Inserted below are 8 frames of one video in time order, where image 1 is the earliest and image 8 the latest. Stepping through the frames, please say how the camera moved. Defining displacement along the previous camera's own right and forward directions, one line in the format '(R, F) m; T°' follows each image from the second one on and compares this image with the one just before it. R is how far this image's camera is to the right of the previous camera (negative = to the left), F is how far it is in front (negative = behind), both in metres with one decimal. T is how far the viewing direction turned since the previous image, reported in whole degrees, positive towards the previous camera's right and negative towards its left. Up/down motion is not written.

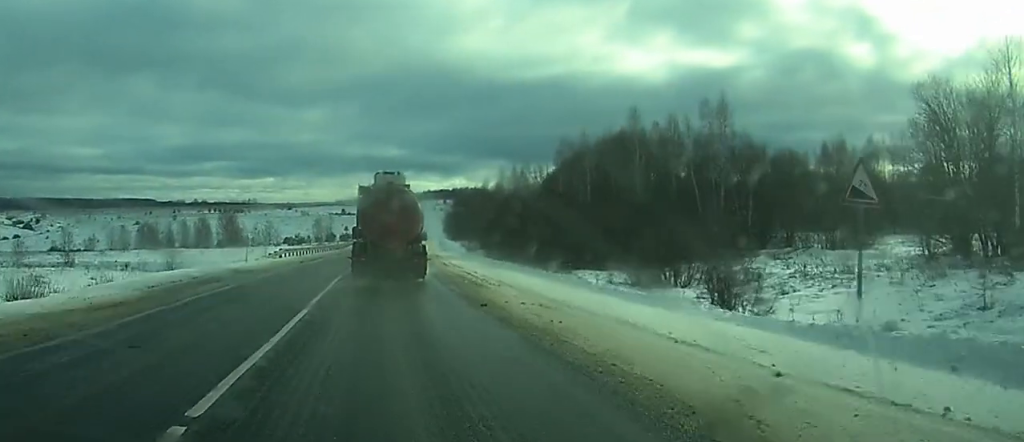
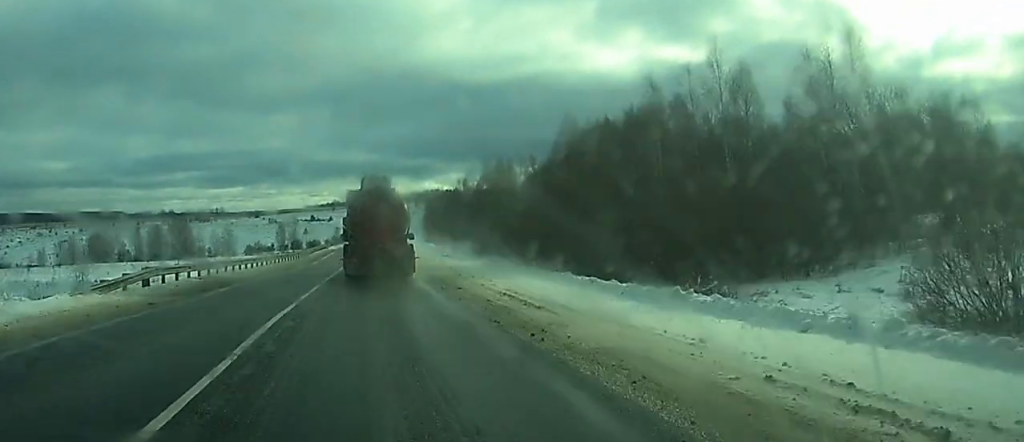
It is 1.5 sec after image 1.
(+0.3, +29.4) m; +2°
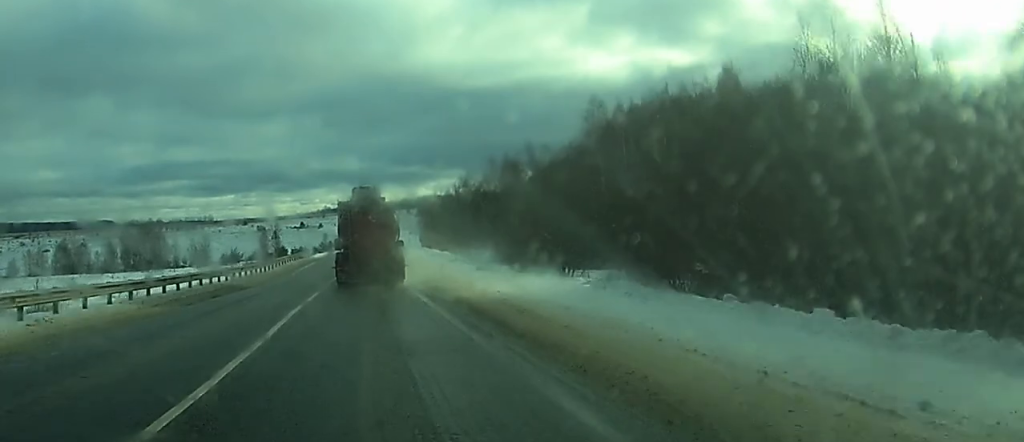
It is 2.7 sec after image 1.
(+0.2, +24.6) m; 0°
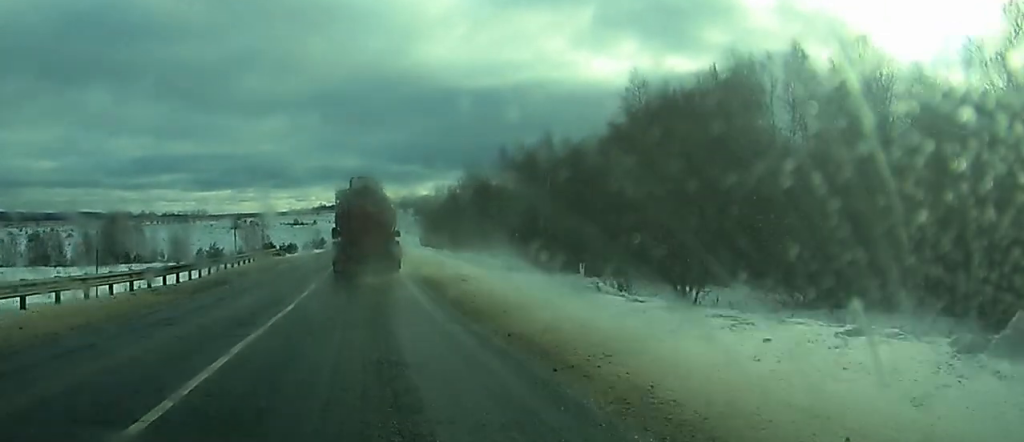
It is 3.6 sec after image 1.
(-0.1, +20.1) m; 0°
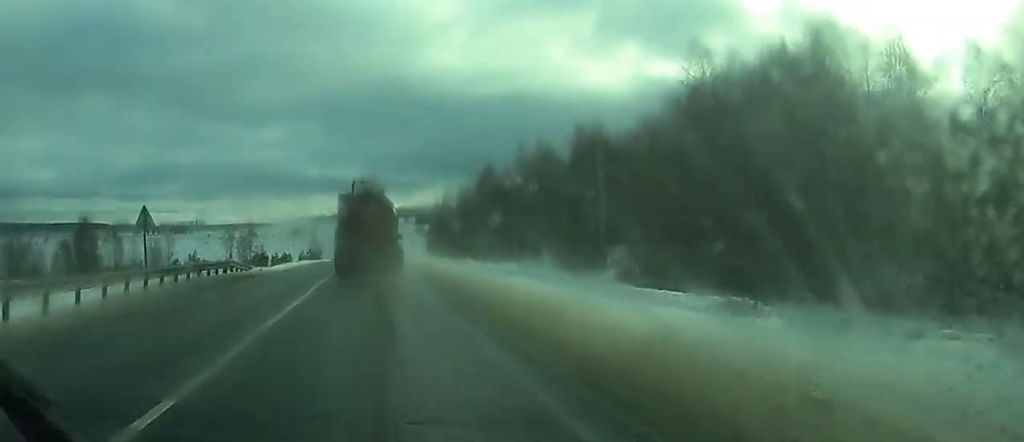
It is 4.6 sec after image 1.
(+0.1, +21.2) m; 0°
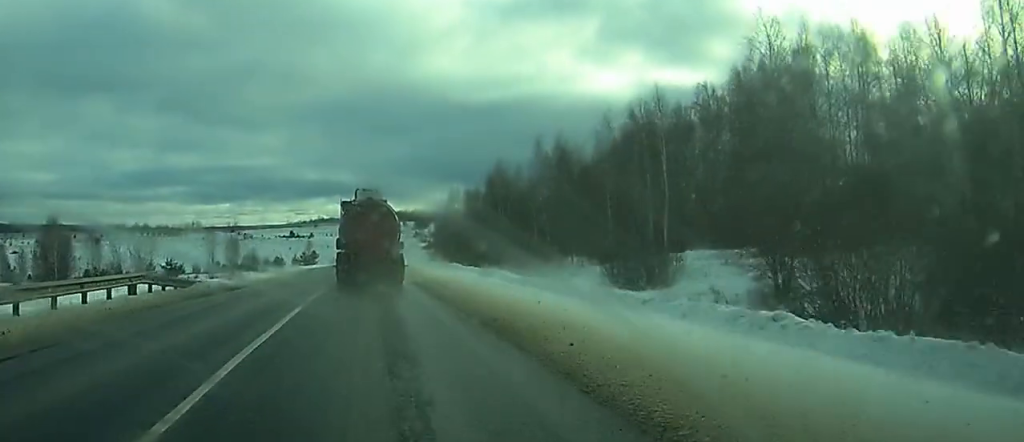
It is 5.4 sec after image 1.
(0.0, +15.7) m; 0°
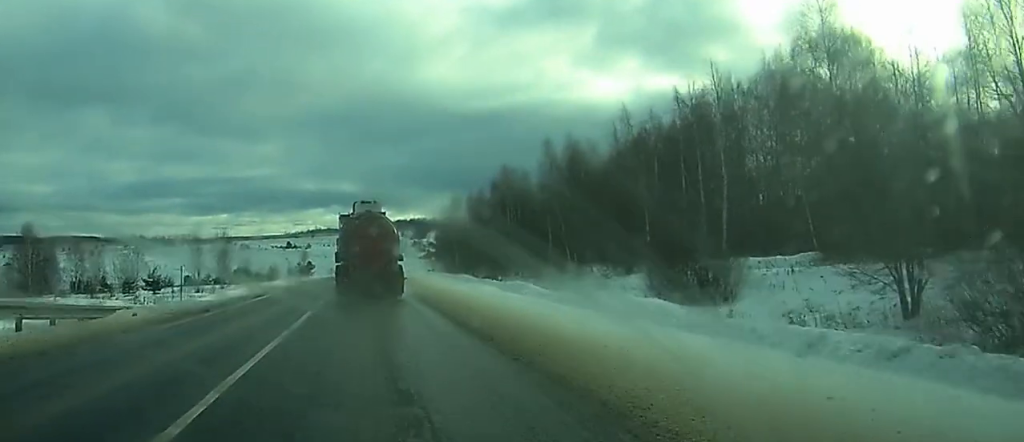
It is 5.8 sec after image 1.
(0.0, +10.1) m; 0°
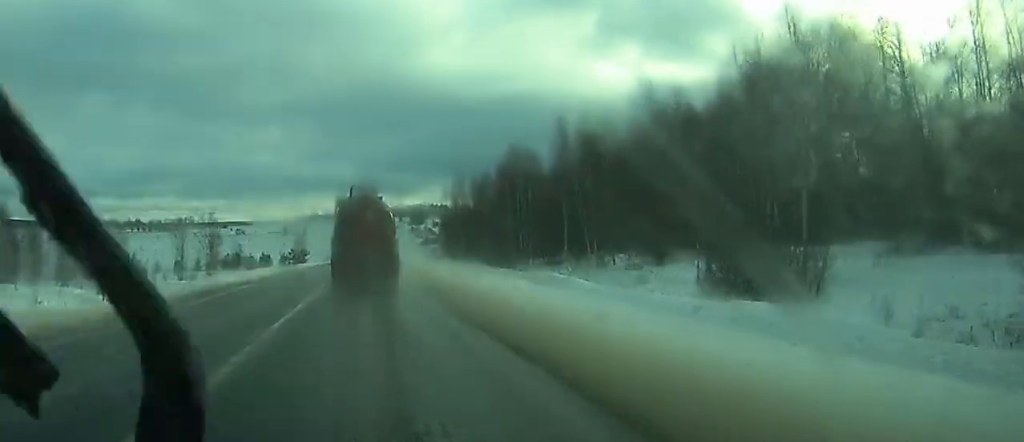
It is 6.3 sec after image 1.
(0.0, +9.4) m; +1°
